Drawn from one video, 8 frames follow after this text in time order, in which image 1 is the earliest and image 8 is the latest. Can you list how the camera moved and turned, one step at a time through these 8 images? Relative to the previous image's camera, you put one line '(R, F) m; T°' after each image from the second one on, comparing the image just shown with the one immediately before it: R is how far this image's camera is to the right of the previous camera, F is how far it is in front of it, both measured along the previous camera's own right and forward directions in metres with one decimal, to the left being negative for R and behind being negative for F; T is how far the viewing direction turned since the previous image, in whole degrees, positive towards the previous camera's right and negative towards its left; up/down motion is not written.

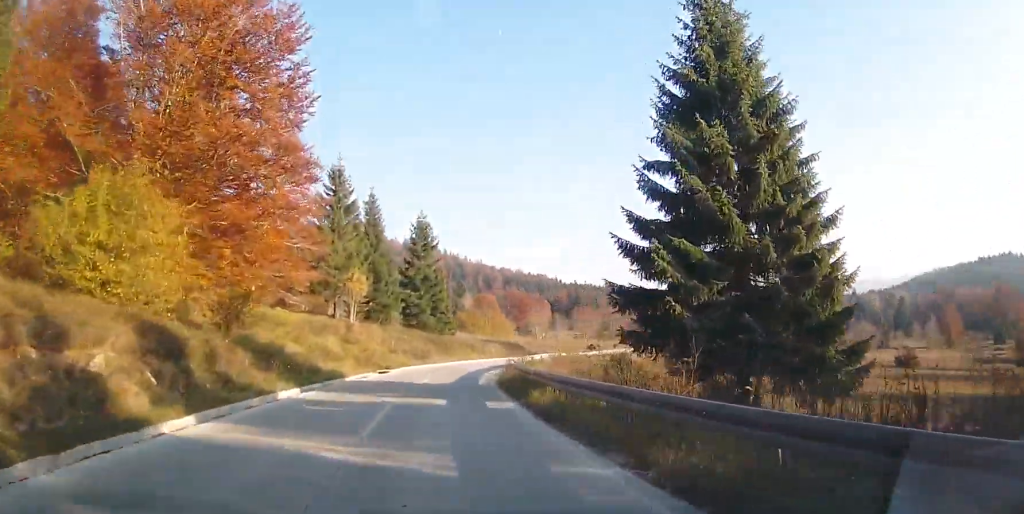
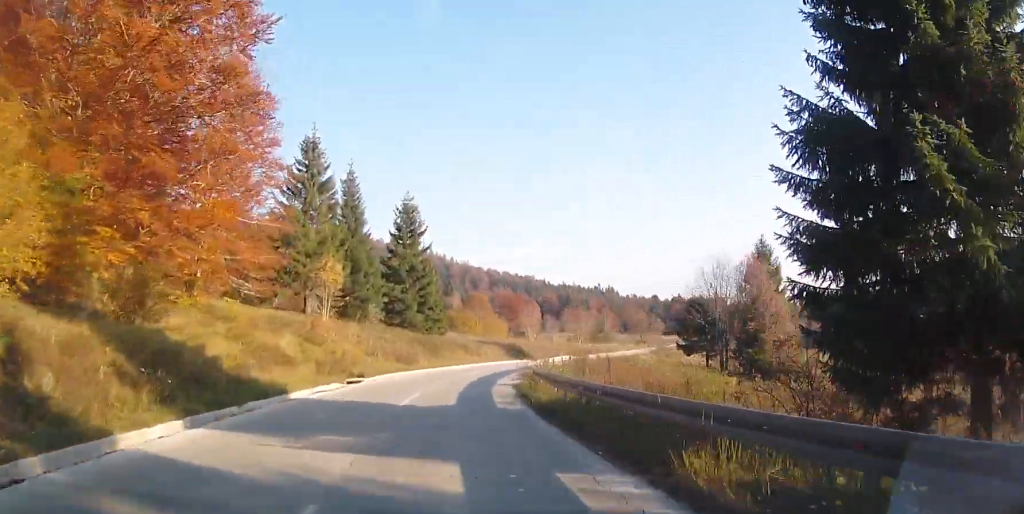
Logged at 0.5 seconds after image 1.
(+0.1, +9.3) m; +2°
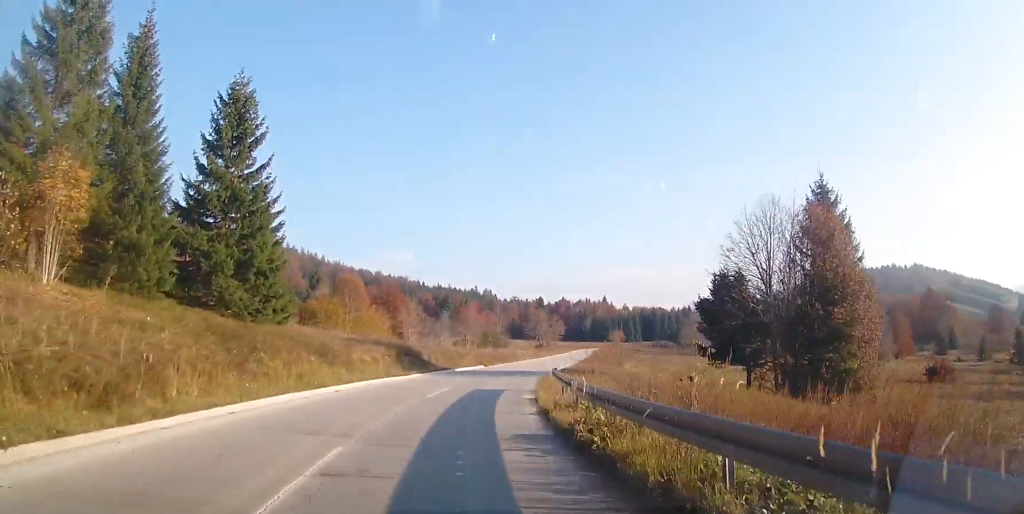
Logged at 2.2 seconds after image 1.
(+2.1, +27.2) m; +11°
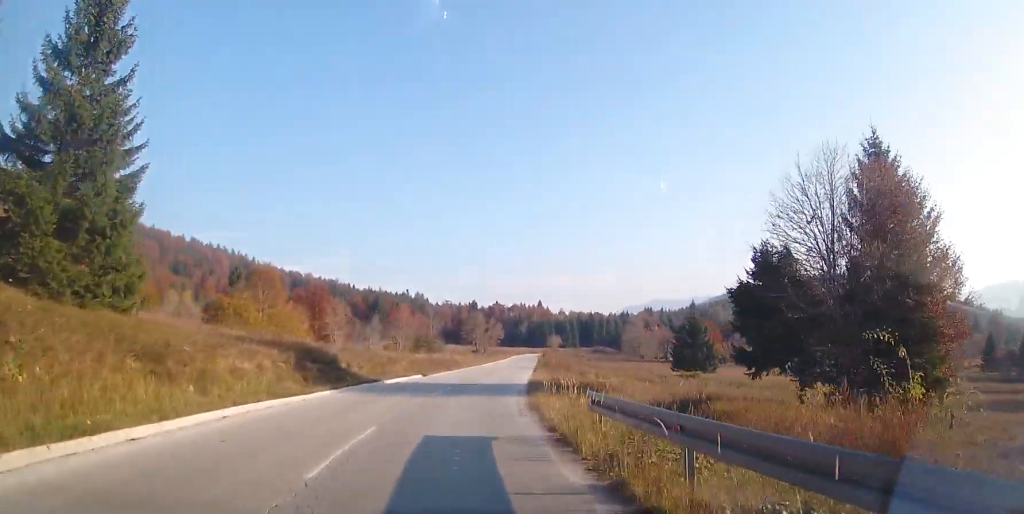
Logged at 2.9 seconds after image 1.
(+0.1, +11.1) m; +8°
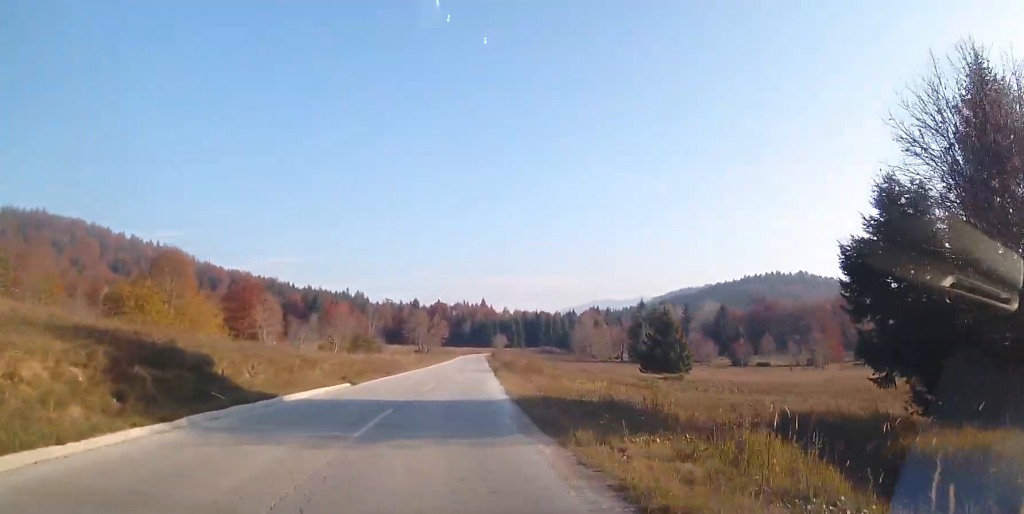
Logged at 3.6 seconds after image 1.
(+1.3, +10.8) m; +6°
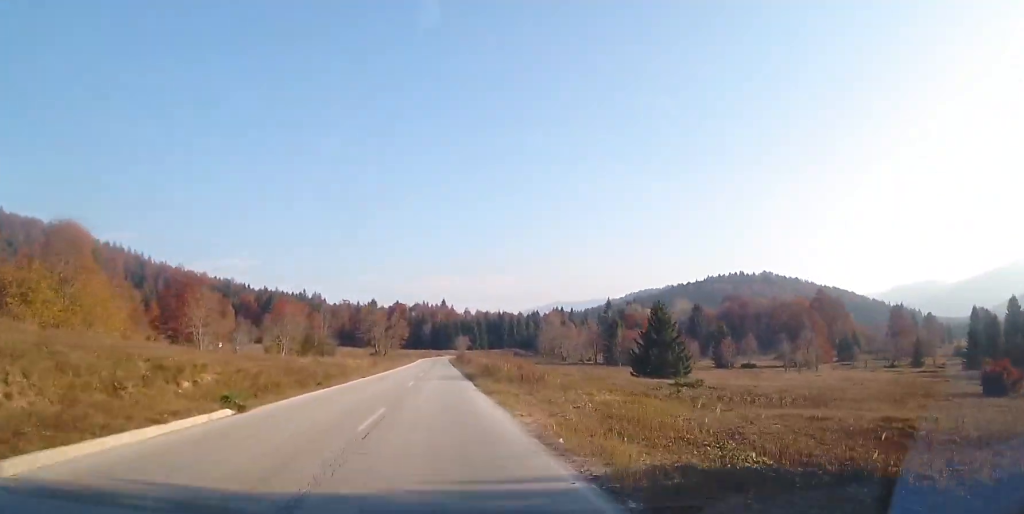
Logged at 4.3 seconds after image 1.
(+0.6, +12.4) m; +4°
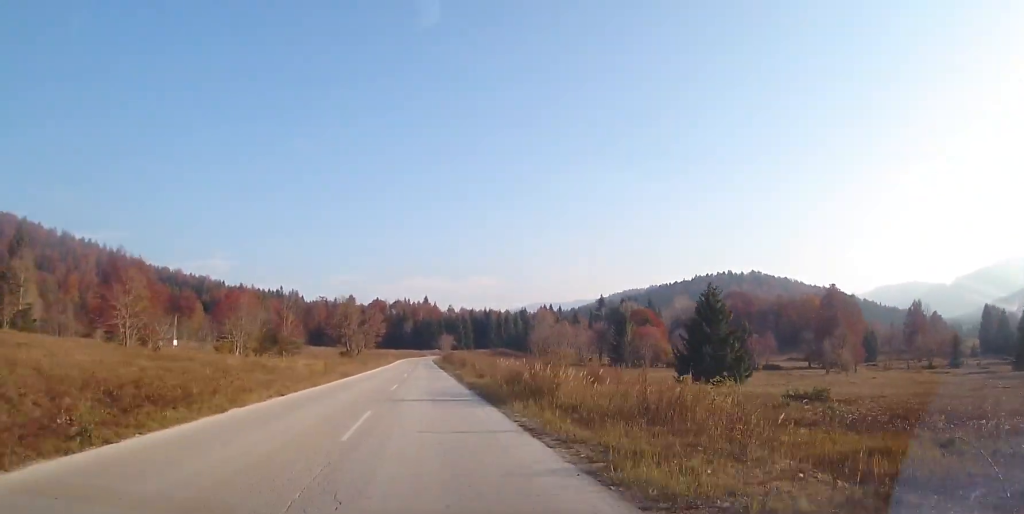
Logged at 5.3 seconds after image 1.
(+0.6, +18.5) m; +2°
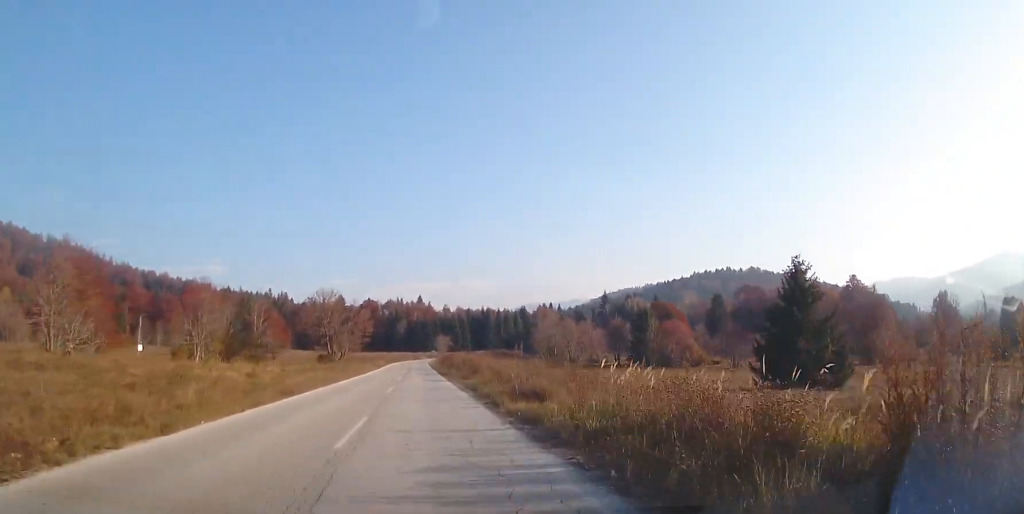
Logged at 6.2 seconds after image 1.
(+0.2, +15.5) m; 0°
